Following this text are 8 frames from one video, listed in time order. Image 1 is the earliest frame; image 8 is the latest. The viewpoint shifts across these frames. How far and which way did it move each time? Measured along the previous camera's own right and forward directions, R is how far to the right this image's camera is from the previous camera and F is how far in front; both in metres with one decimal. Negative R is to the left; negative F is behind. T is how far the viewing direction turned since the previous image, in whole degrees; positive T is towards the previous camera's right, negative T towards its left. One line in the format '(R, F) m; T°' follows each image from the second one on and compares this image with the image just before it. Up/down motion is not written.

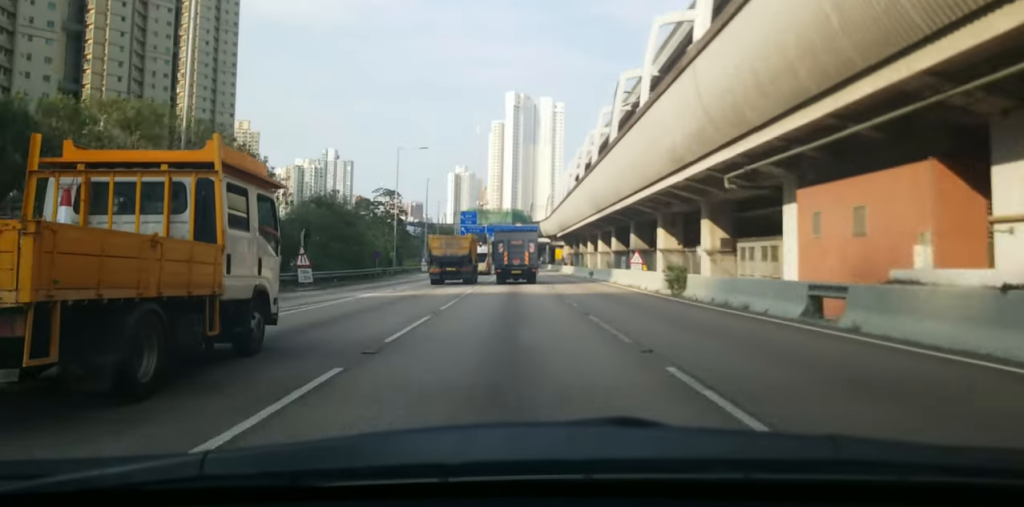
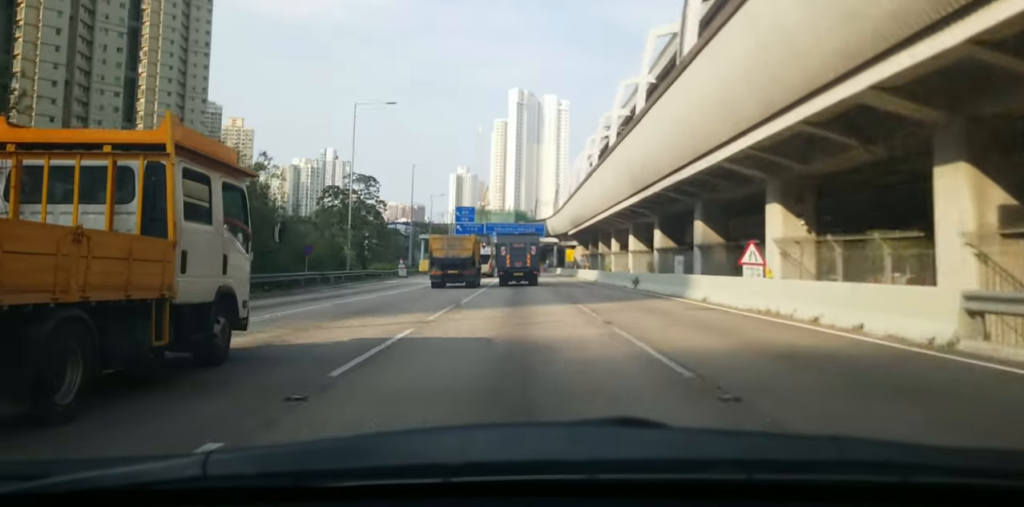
(0.0, +21.1) m; 0°
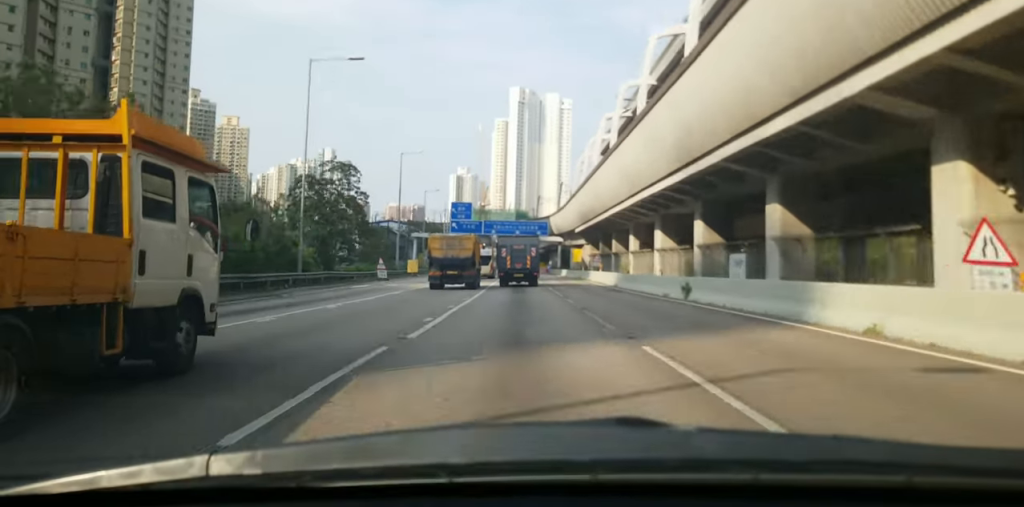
(0.0, +13.0) m; -1°
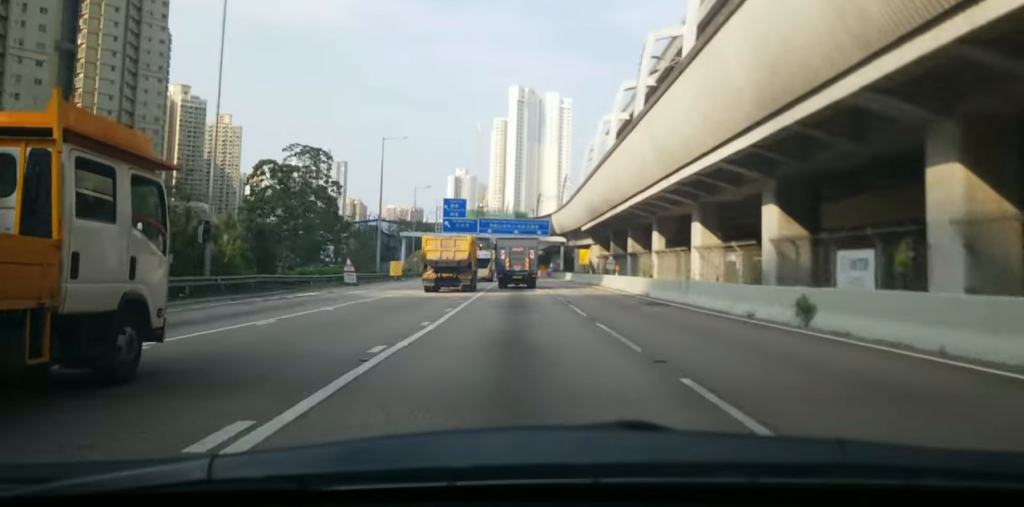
(-0.1, +12.5) m; -1°
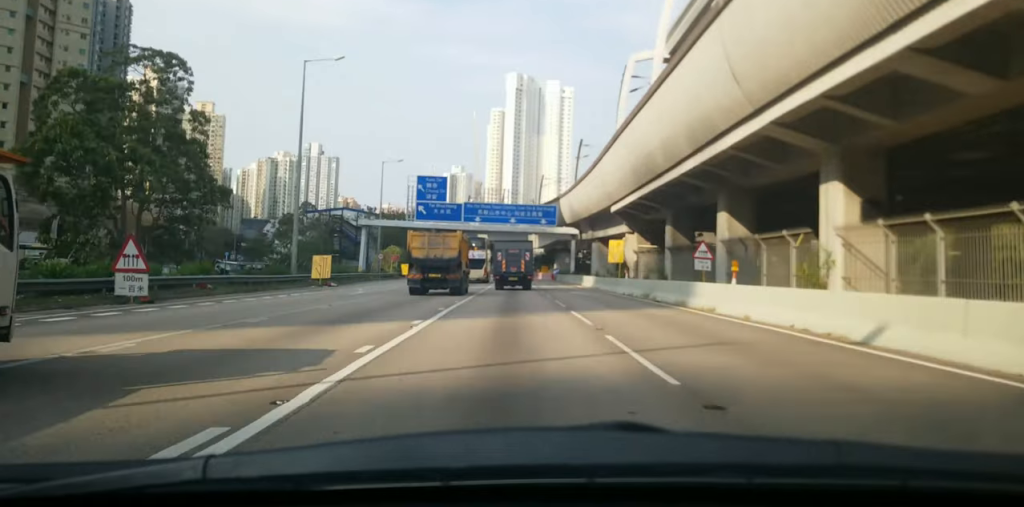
(-0.3, +34.6) m; +1°
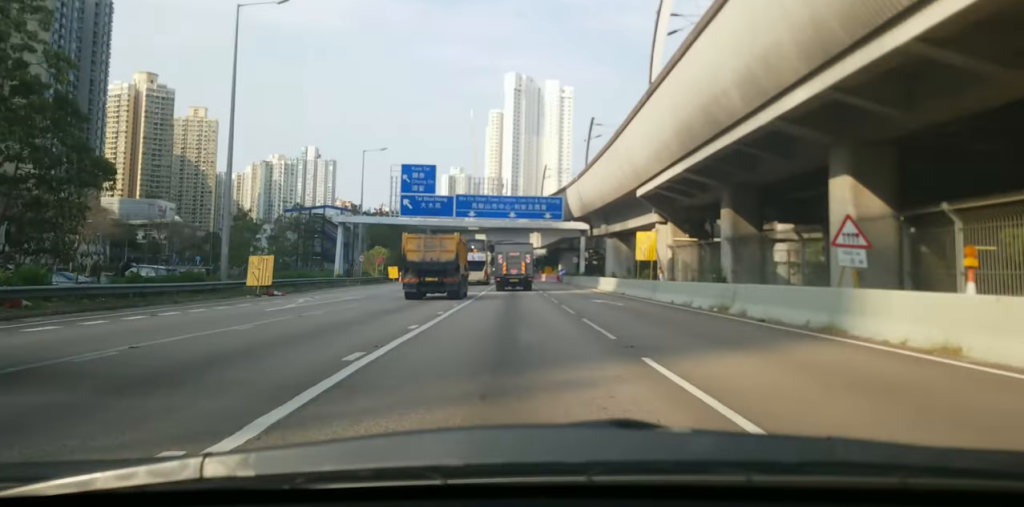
(+0.3, +14.8) m; +1°
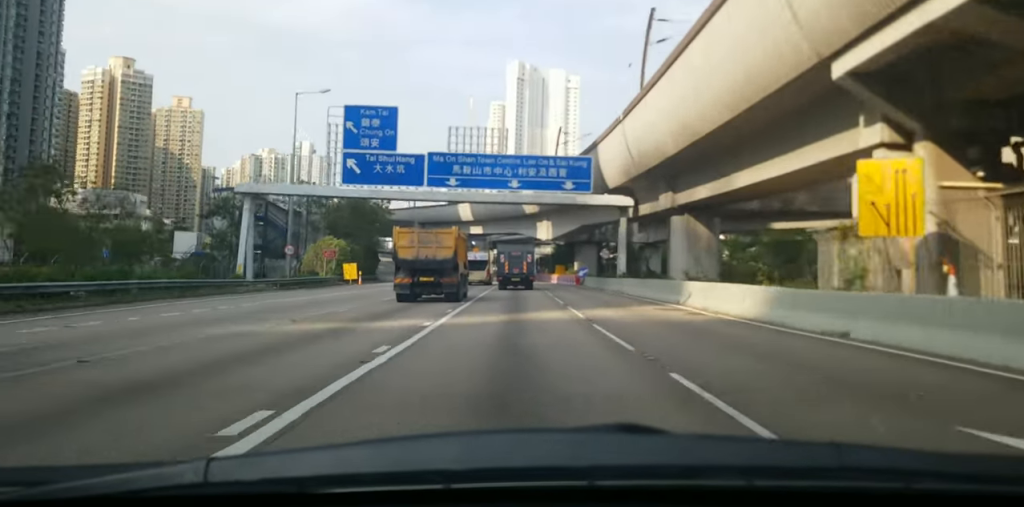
(+0.4, +38.3) m; +1°
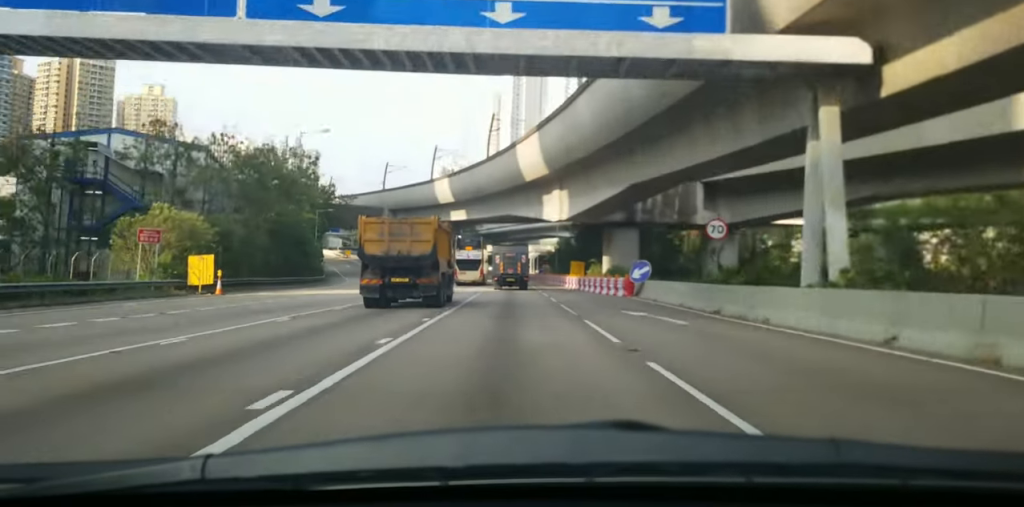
(+0.2, +27.6) m; +1°
